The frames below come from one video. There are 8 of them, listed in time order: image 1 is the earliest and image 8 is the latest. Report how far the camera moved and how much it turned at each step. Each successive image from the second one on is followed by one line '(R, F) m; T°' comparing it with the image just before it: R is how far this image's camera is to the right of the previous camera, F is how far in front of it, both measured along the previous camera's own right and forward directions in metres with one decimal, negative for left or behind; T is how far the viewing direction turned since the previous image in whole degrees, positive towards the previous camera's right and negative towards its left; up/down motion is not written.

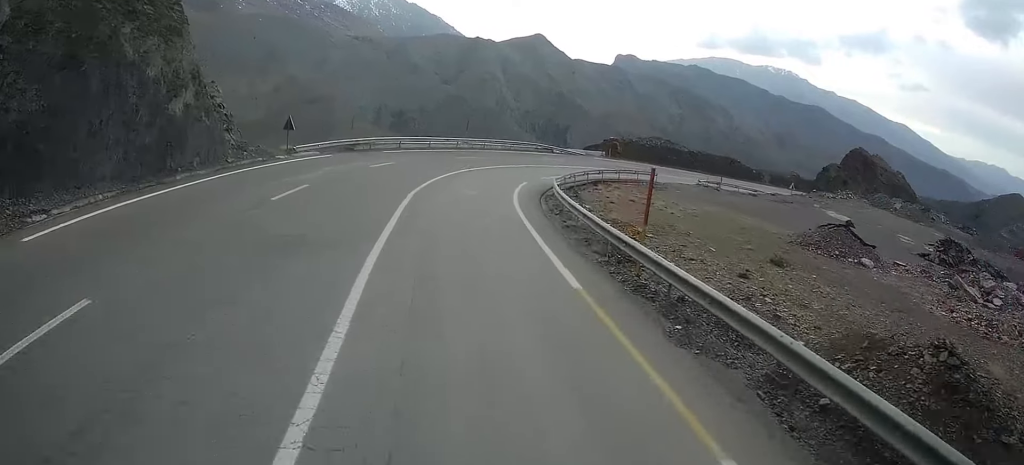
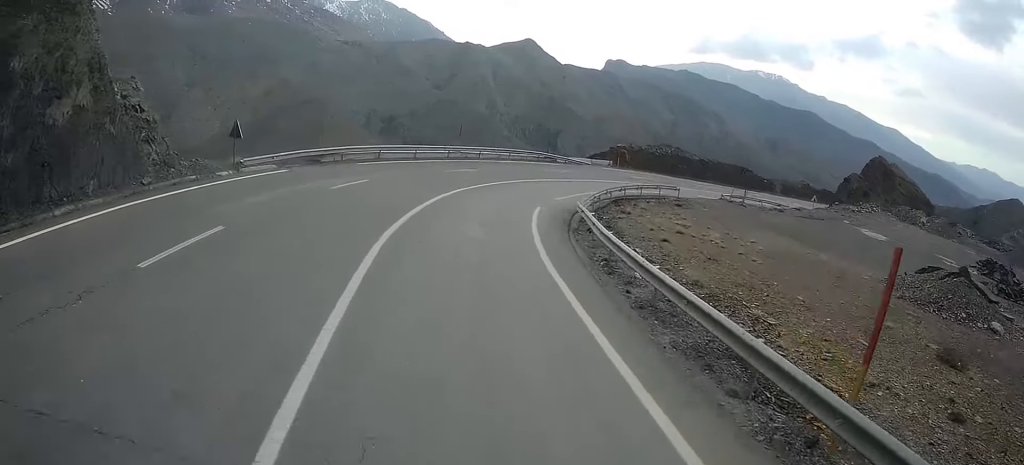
(+0.1, +7.3) m; +2°
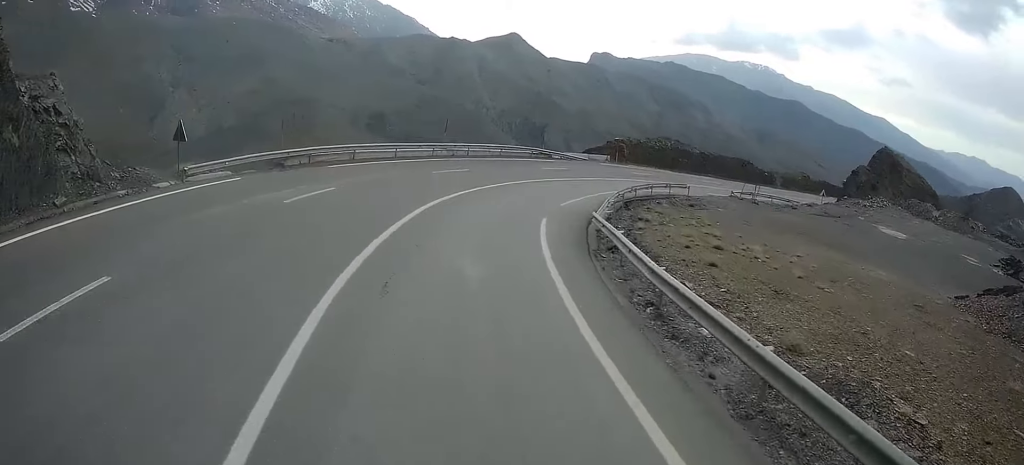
(-0.1, +4.5) m; +2°
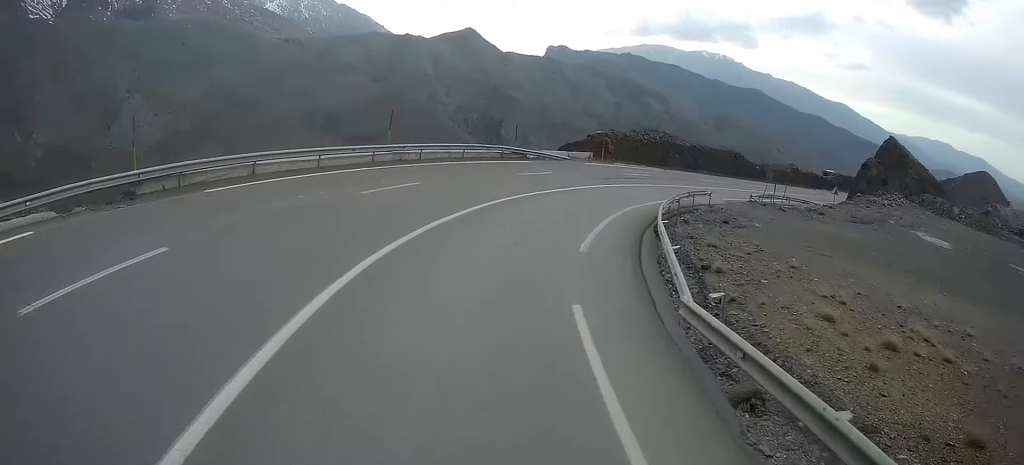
(+0.5, +10.3) m; +6°
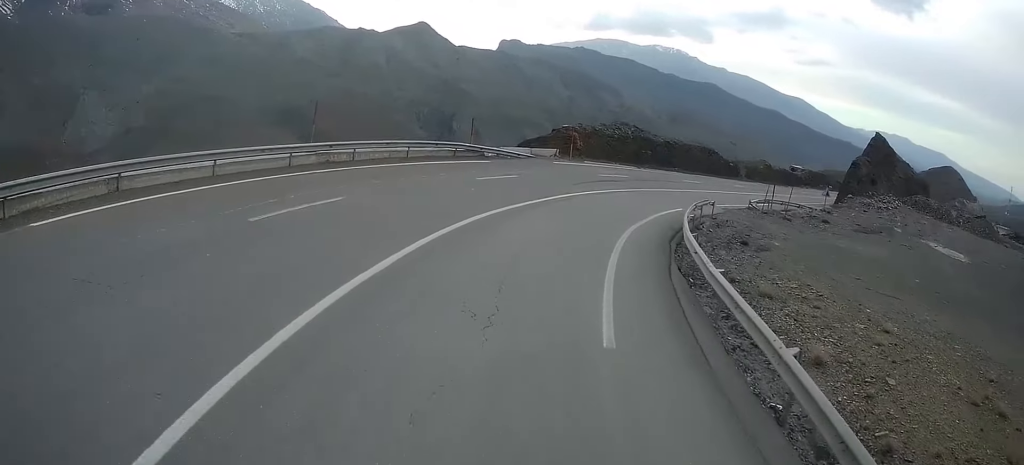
(+0.3, +6.7) m; +4°
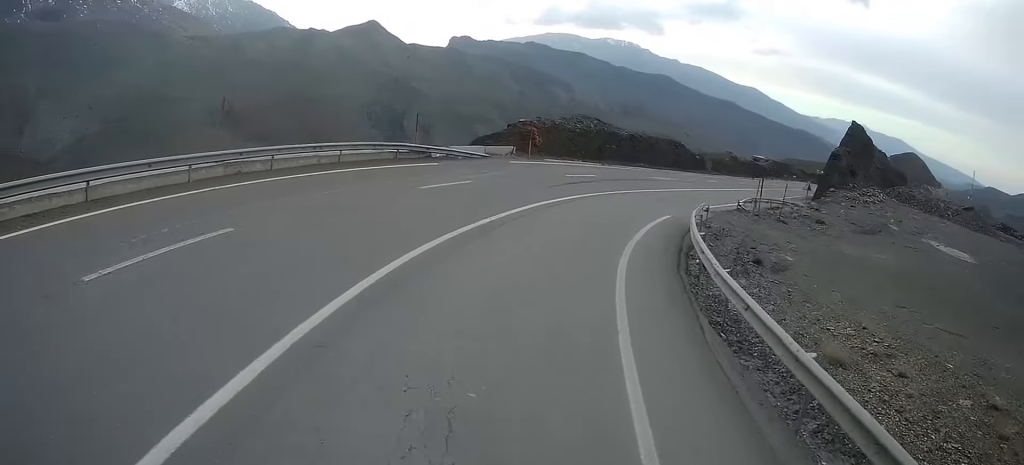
(+0.1, +4.7) m; +3°
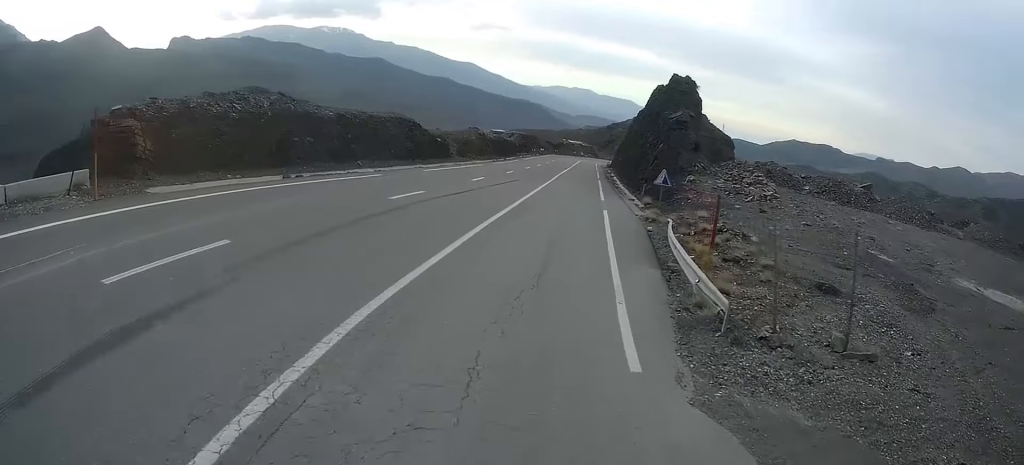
(+5.2, +22.0) m; +26°
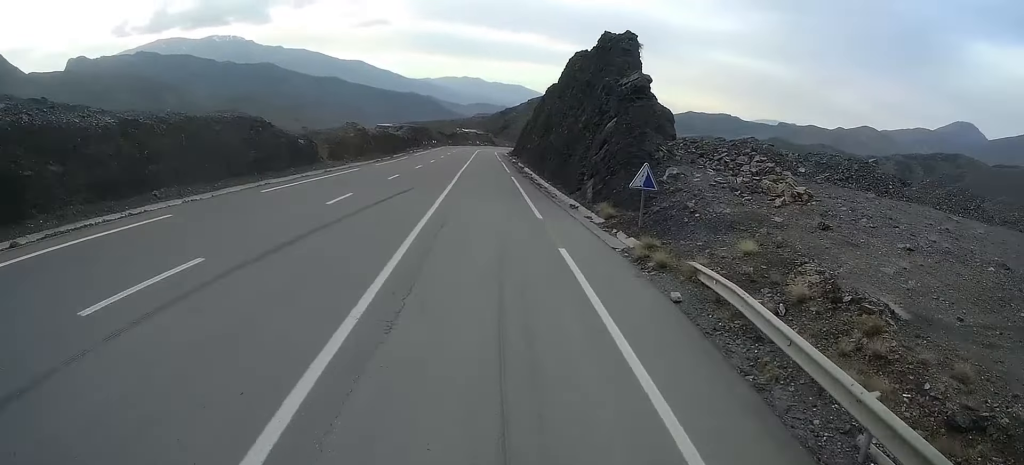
(+0.7, +12.2) m; +8°
